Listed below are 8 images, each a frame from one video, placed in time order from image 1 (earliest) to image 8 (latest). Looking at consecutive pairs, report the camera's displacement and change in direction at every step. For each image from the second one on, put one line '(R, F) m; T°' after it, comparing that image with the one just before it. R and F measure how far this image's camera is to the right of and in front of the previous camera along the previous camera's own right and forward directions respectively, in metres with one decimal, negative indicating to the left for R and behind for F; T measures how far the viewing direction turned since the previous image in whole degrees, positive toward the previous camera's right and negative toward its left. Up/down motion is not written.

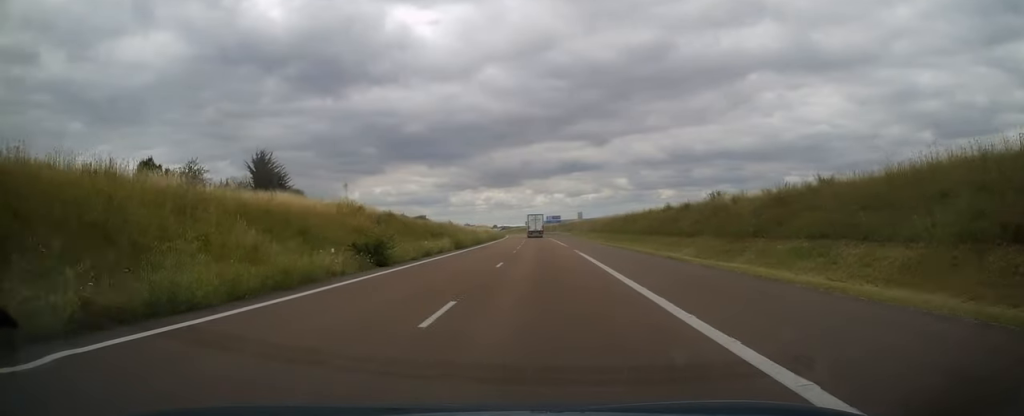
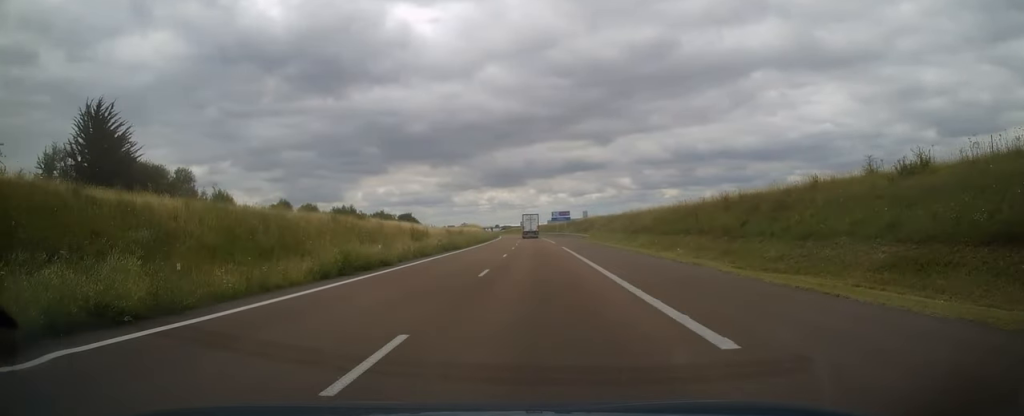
(-0.5, +42.8) m; -1°
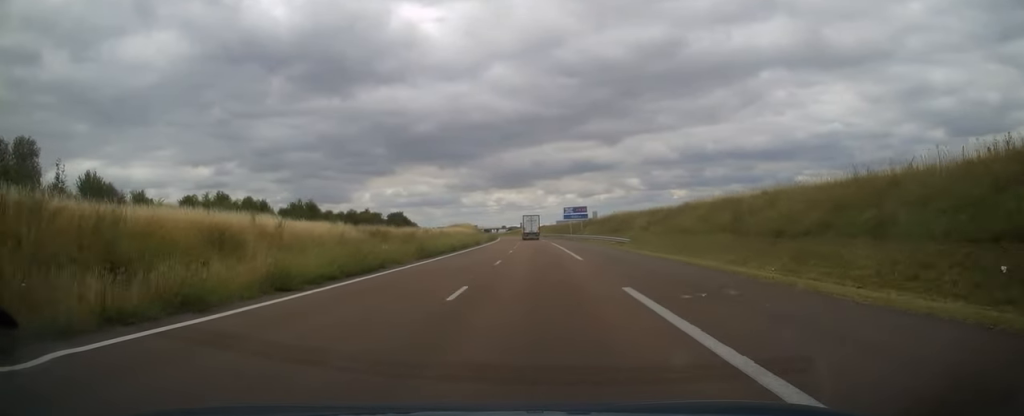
(-0.1, +32.1) m; 0°
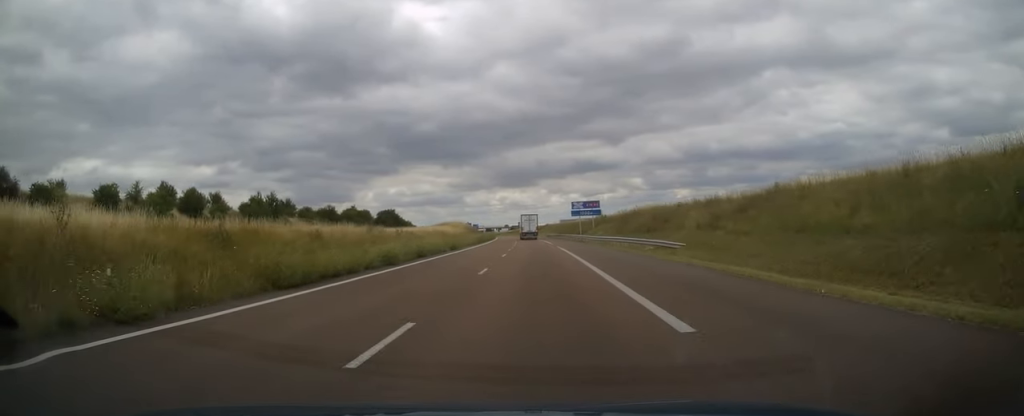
(0.0, +19.2) m; 0°
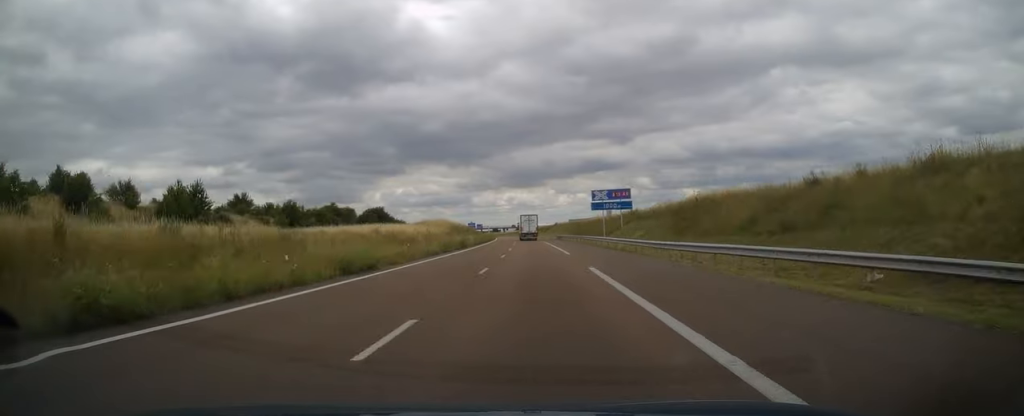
(-0.1, +25.9) m; -1°
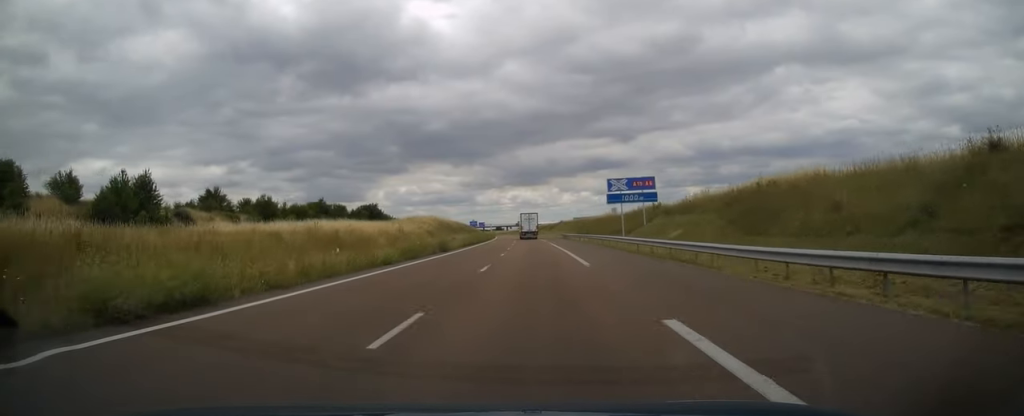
(0.0, +12.5) m; -1°
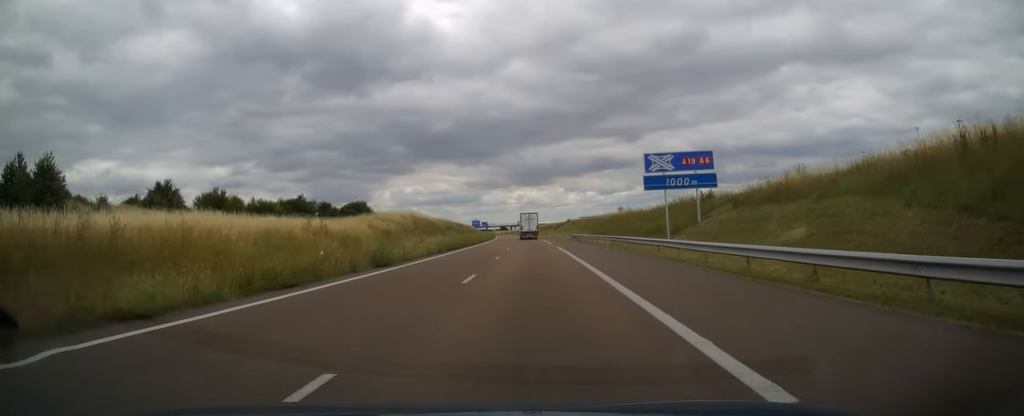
(-0.2, +17.4) m; -1°
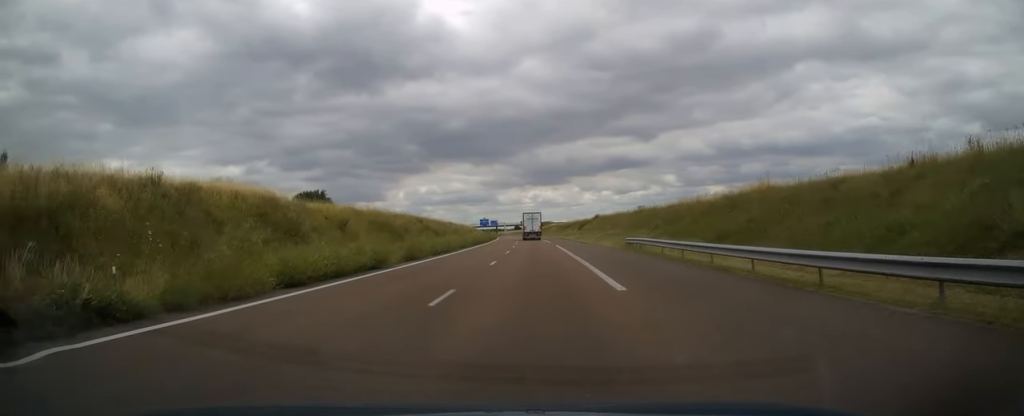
(-0.4, +44.1) m; -1°
